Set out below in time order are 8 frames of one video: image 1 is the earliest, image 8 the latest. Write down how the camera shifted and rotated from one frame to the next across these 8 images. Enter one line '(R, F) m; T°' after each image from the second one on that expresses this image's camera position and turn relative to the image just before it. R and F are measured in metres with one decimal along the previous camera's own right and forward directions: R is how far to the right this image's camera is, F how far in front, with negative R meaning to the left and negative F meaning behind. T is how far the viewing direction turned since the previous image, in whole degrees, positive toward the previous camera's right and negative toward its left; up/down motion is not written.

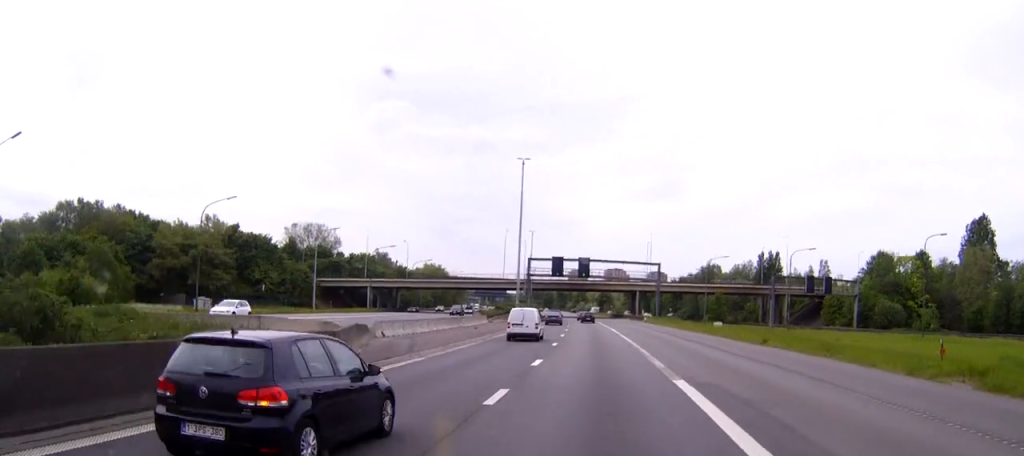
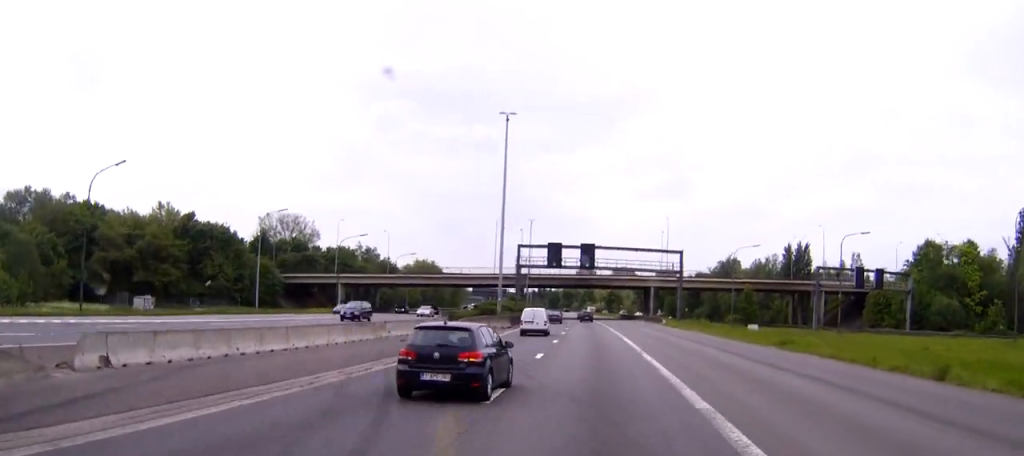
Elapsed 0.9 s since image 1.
(0.0, +20.9) m; -1°
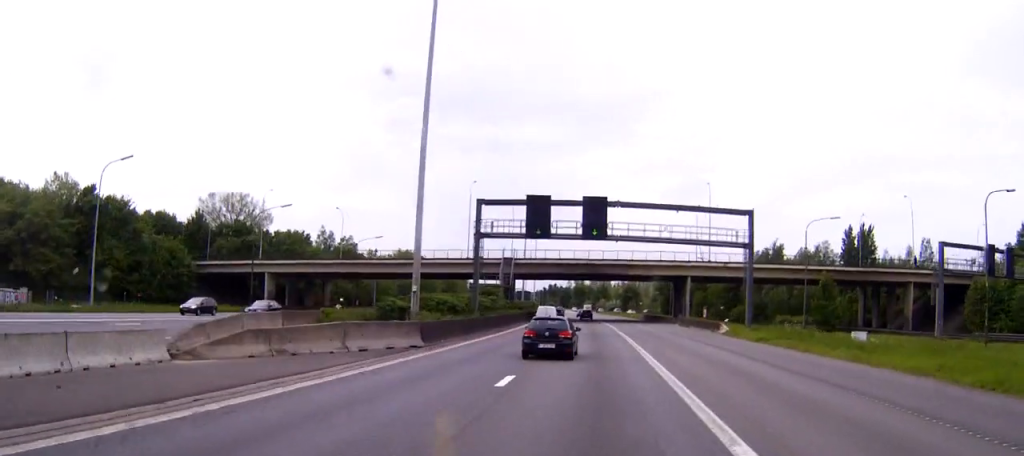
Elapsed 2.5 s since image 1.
(-0.7, +35.1) m; -2°
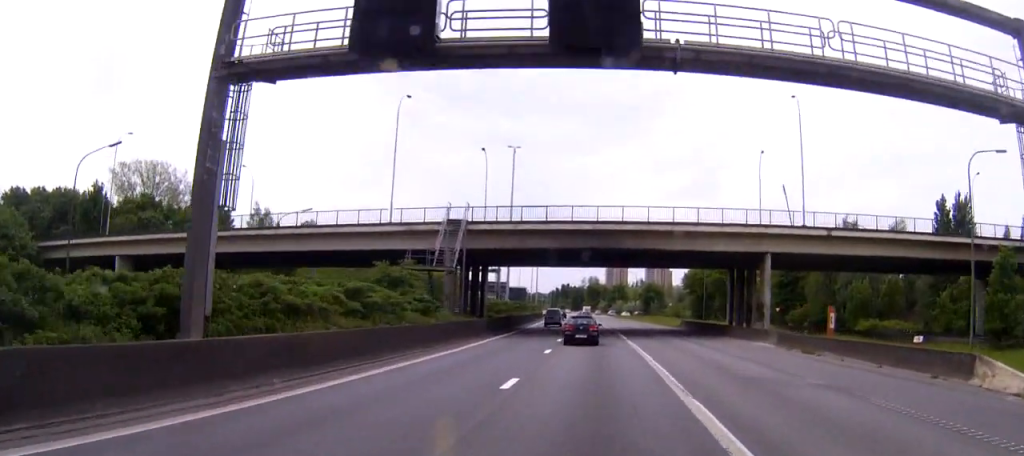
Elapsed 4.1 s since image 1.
(-0.3, +38.4) m; -1°
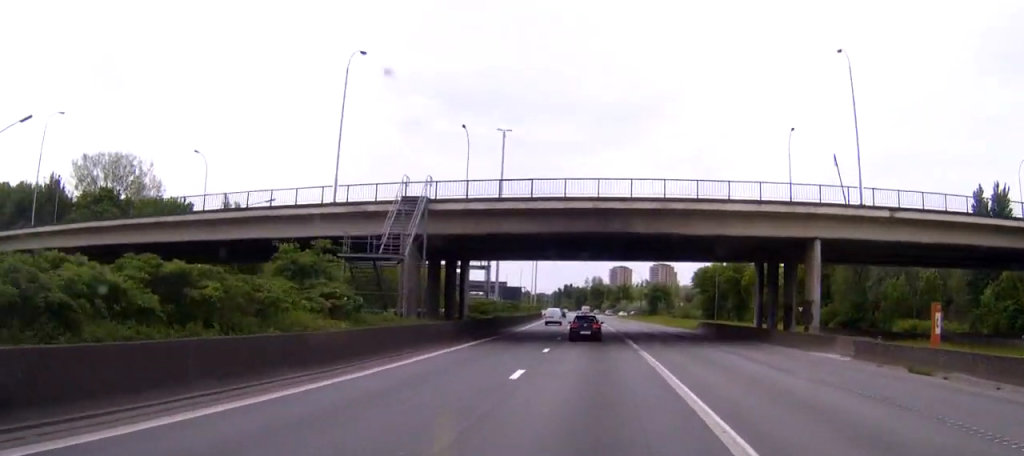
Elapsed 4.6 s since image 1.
(-0.1, +12.4) m; 0°
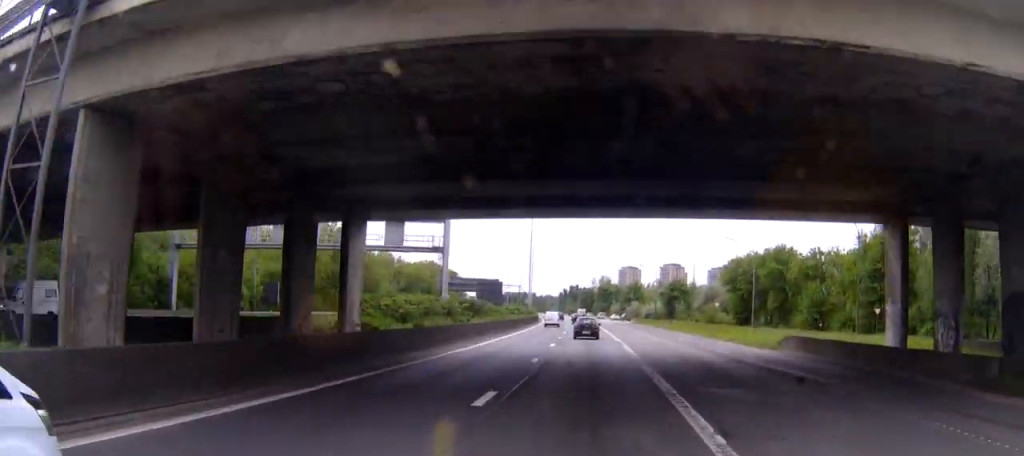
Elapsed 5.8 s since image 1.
(-0.3, +30.8) m; -1°
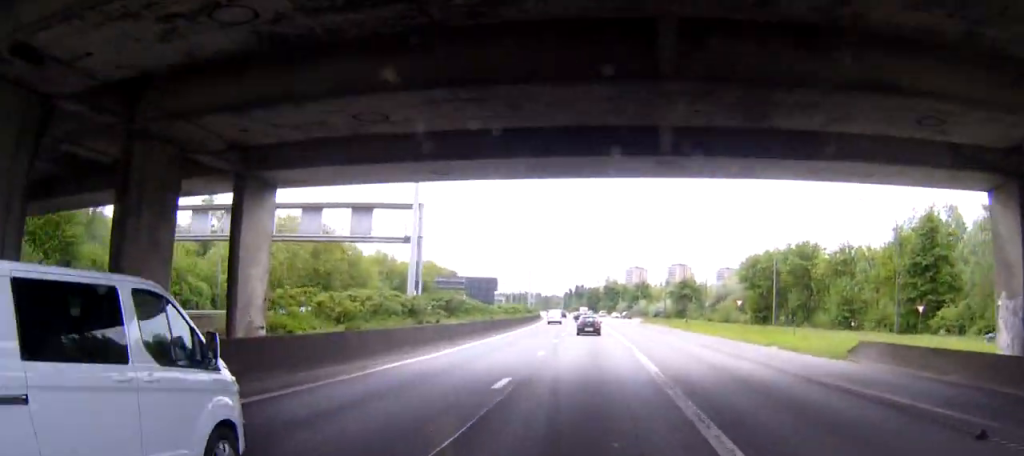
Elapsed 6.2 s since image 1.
(0.0, +11.5) m; 0°
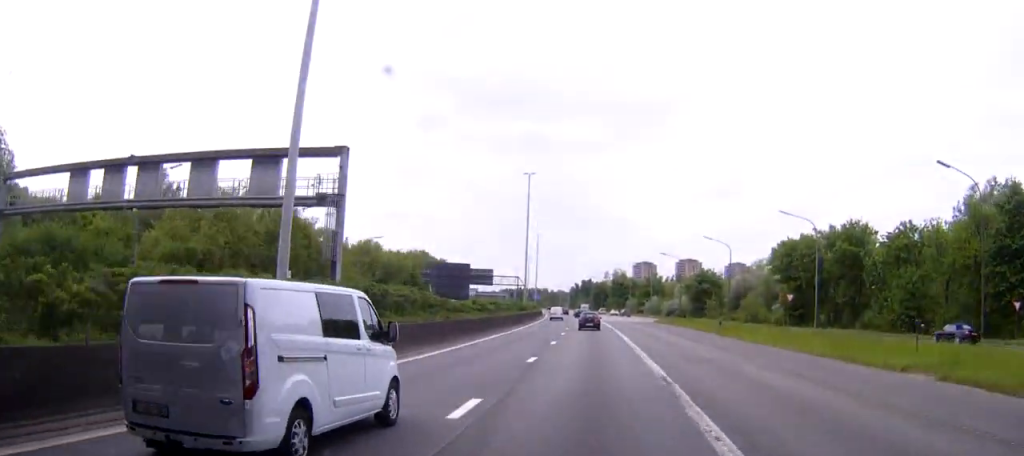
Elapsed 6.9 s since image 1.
(-0.2, +20.6) m; -1°
